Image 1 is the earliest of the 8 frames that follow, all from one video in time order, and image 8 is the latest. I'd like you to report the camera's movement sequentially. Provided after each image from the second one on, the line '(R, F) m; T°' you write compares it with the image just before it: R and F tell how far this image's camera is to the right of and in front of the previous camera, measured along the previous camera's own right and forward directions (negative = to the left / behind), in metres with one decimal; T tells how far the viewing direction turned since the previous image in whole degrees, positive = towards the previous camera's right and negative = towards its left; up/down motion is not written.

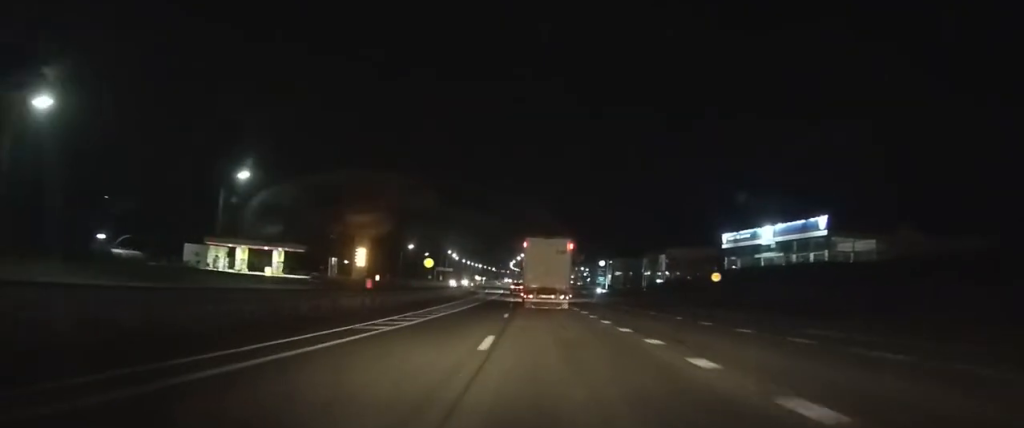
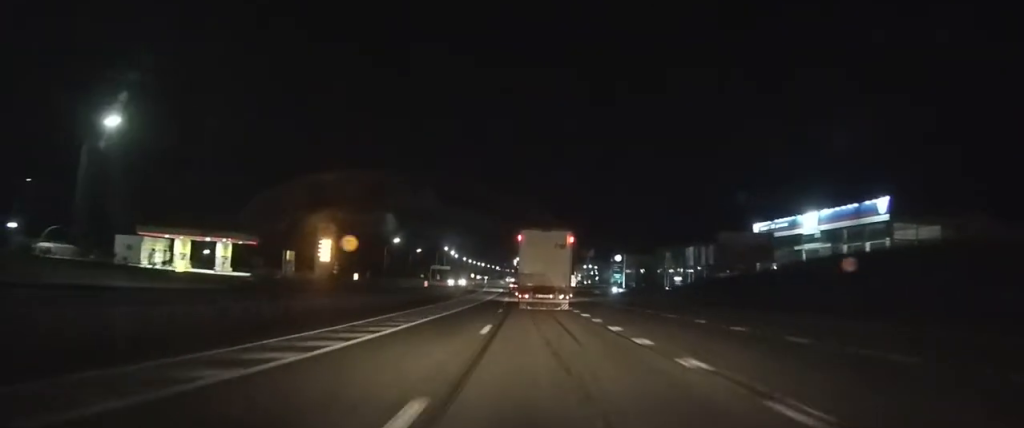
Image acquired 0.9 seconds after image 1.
(0.0, +20.2) m; -1°
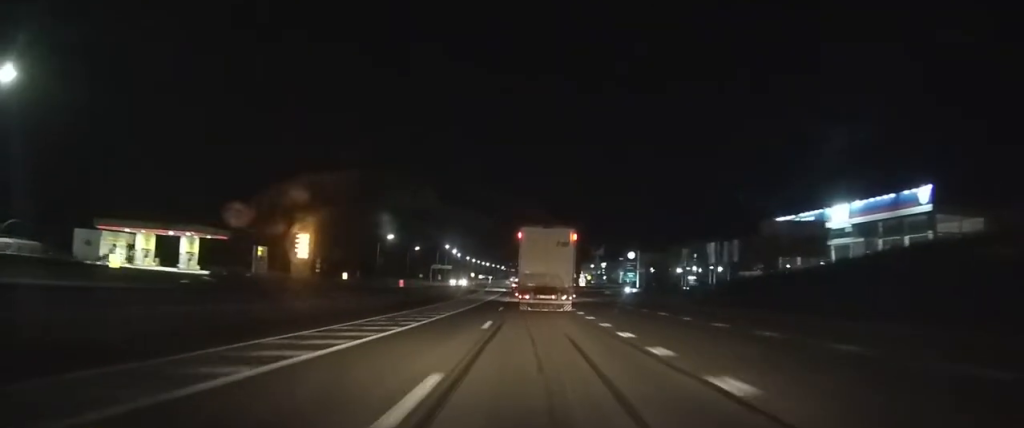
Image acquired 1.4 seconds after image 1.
(+0.1, +10.3) m; -1°
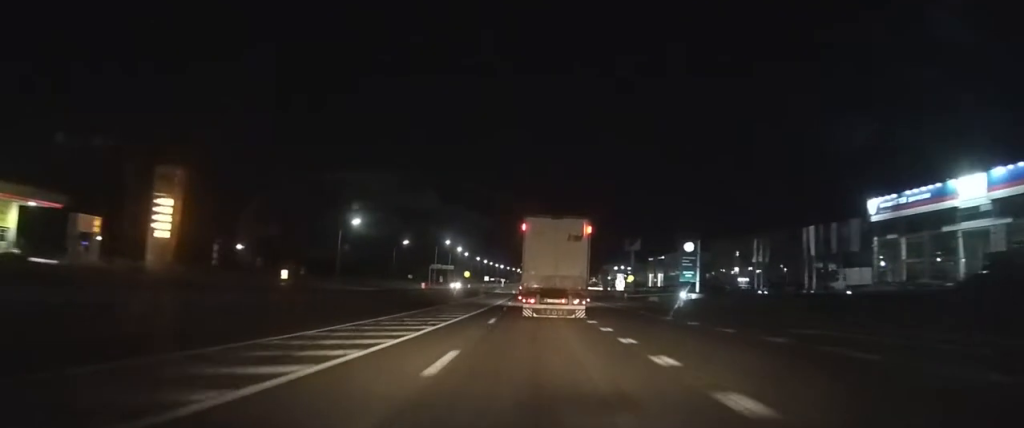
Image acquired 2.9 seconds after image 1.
(-1.3, +33.4) m; -3°
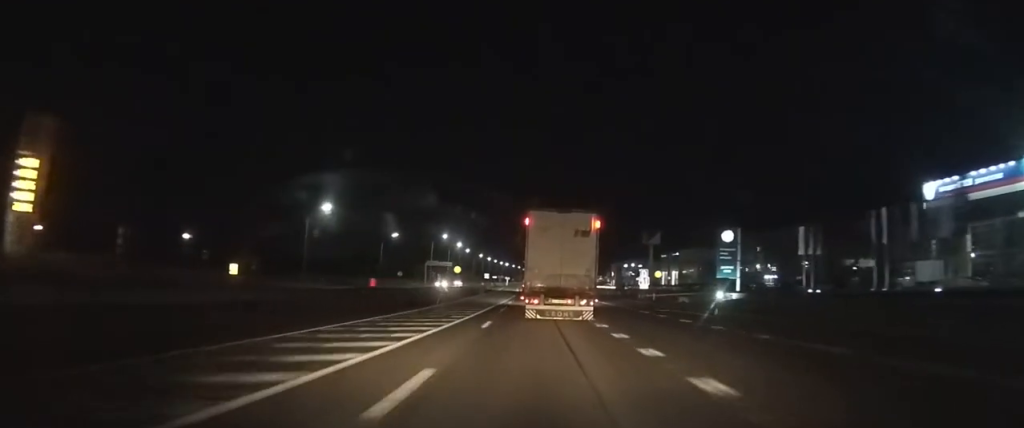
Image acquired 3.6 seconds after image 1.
(0.0, +15.0) m; 0°
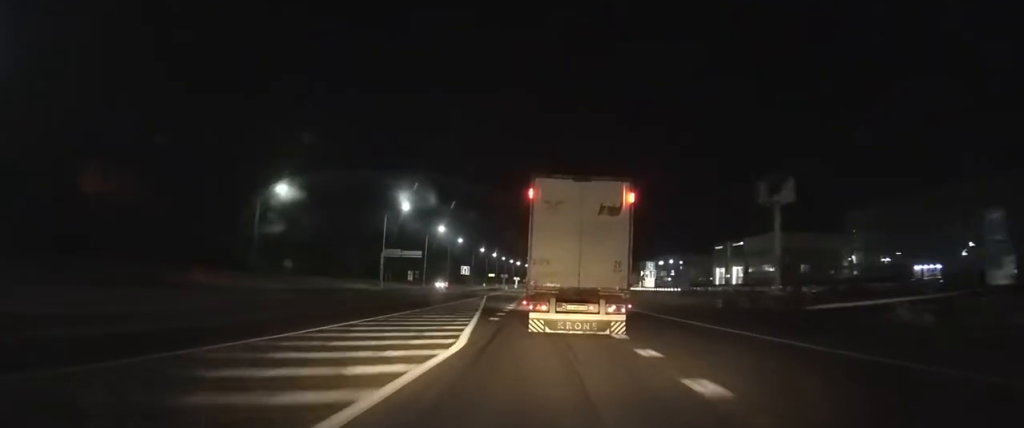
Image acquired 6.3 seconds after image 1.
(0.0, +55.8) m; 0°
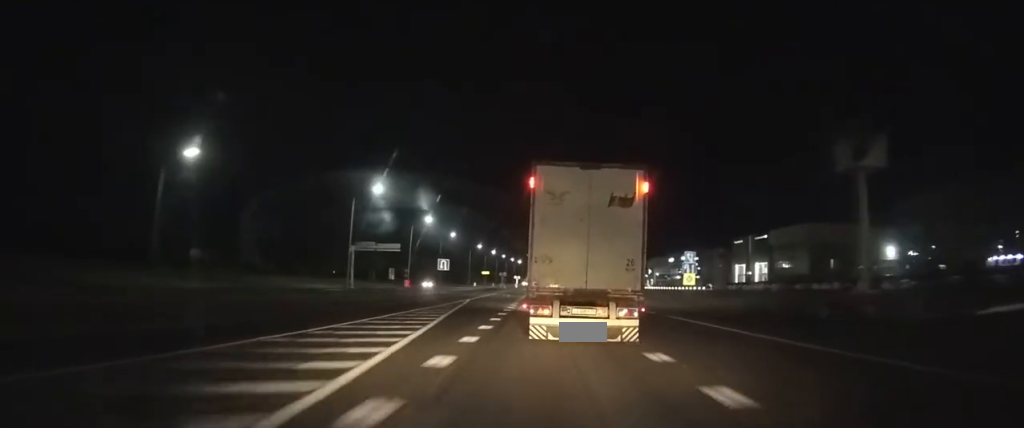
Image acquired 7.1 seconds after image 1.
(0.0, +16.3) m; 0°
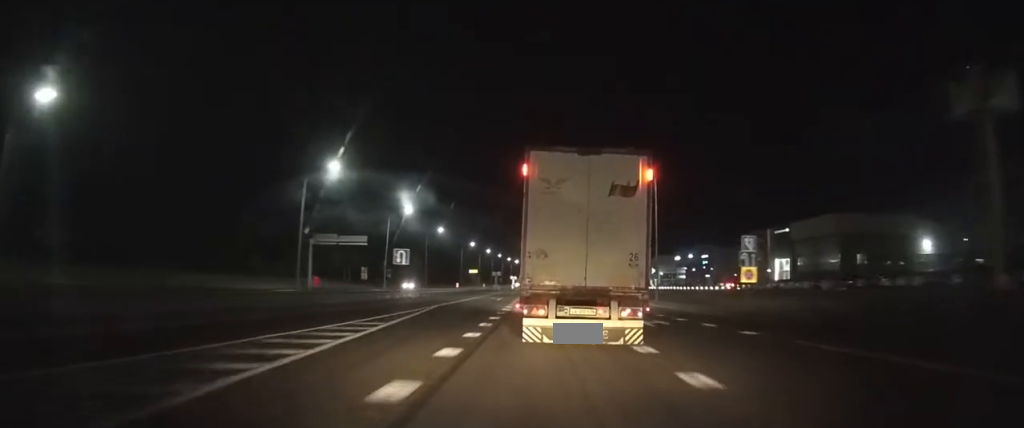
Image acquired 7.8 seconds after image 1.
(0.0, +14.8) m; 0°
